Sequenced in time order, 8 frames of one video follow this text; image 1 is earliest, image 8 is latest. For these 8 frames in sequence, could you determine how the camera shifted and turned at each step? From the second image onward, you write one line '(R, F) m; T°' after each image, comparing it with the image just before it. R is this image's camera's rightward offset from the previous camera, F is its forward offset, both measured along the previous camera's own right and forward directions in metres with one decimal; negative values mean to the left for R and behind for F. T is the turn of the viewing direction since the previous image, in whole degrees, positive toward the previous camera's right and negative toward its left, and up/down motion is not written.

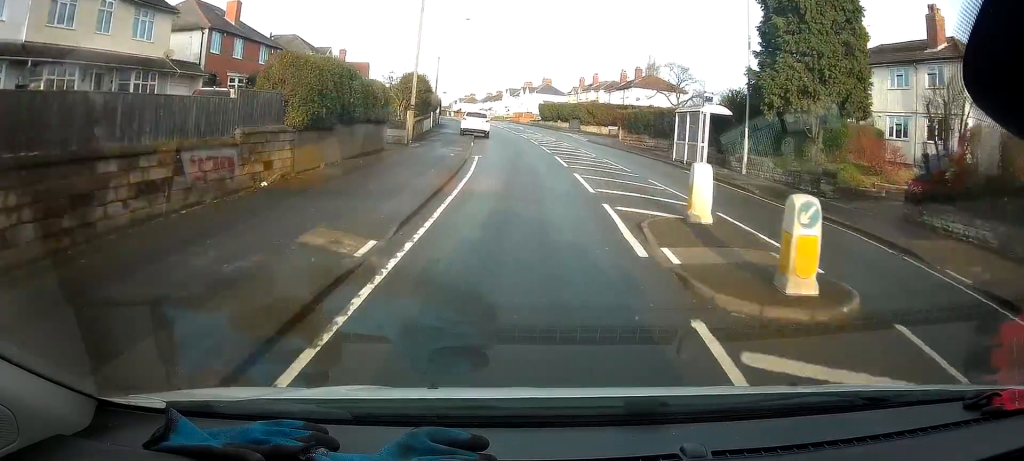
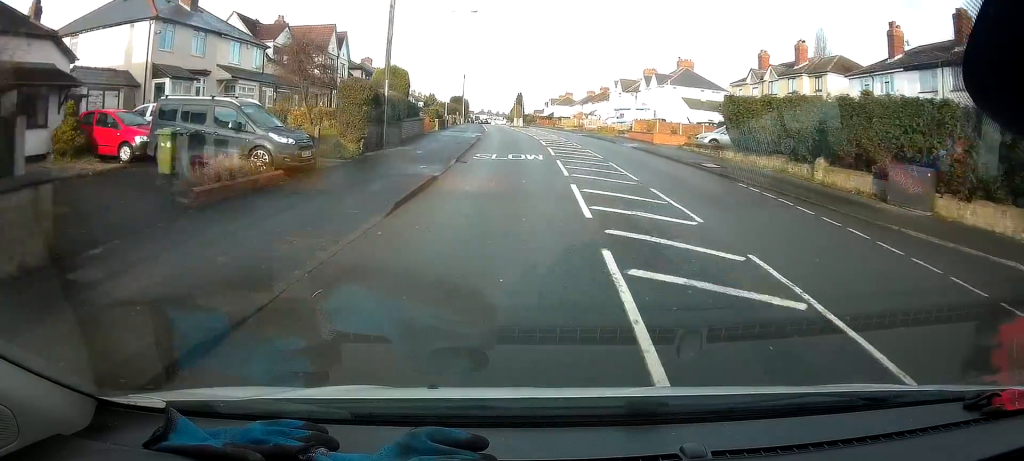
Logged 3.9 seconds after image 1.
(-3.2, +51.5) m; -9°
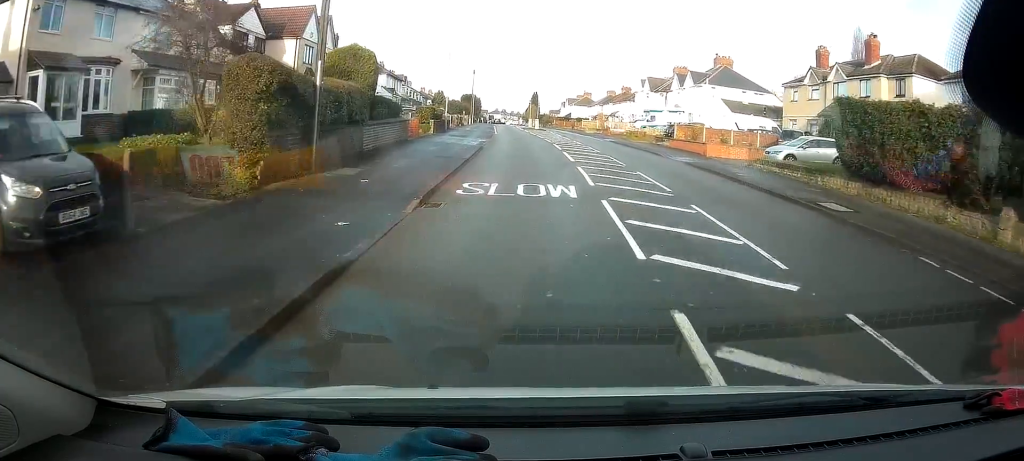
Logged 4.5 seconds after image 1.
(-0.1, +8.4) m; -1°
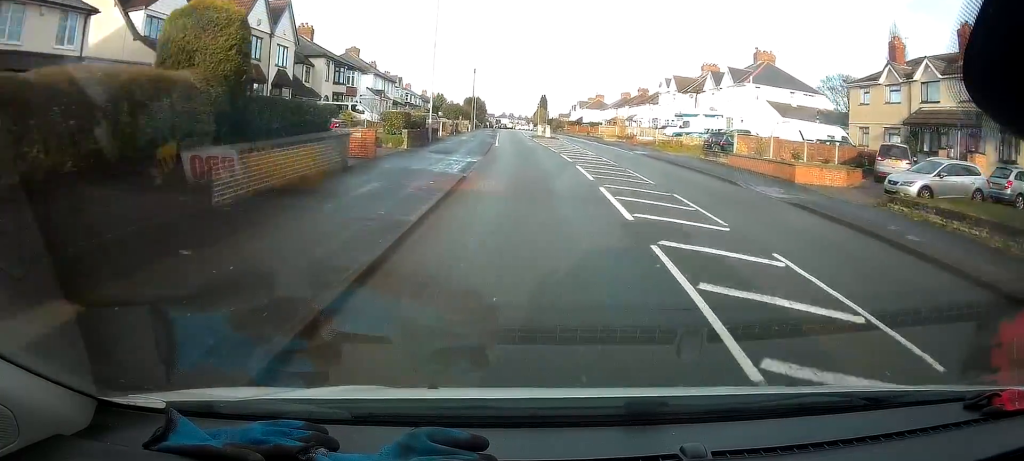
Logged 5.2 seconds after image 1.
(+0.1, +9.3) m; -1°
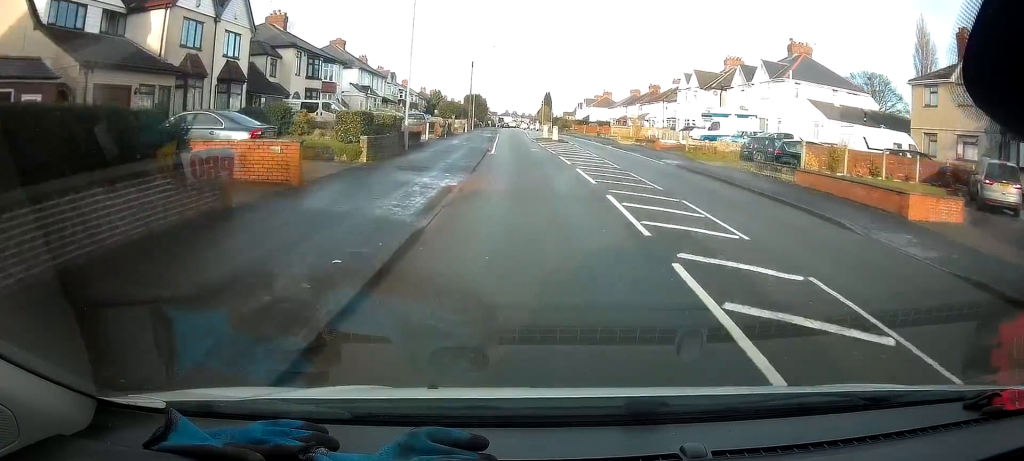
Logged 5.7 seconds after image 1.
(-0.1, +6.7) m; -1°
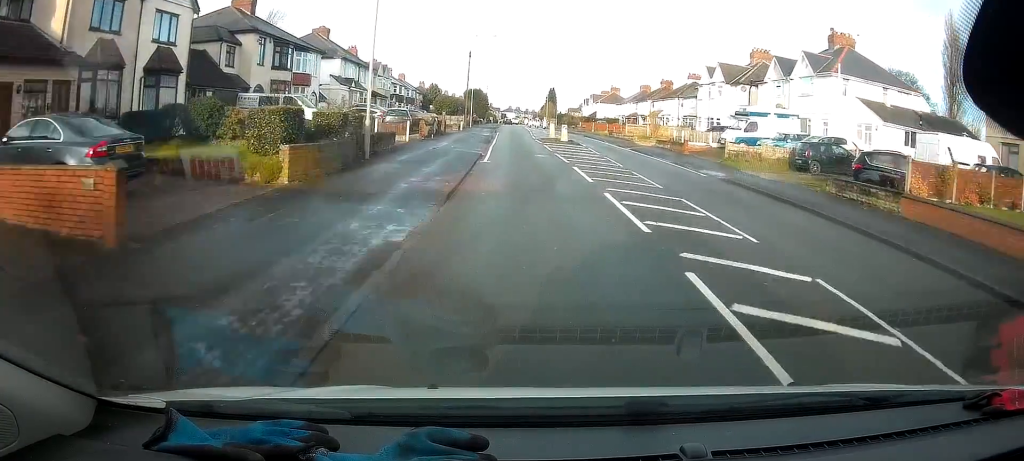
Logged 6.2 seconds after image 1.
(-0.1, +6.2) m; -1°
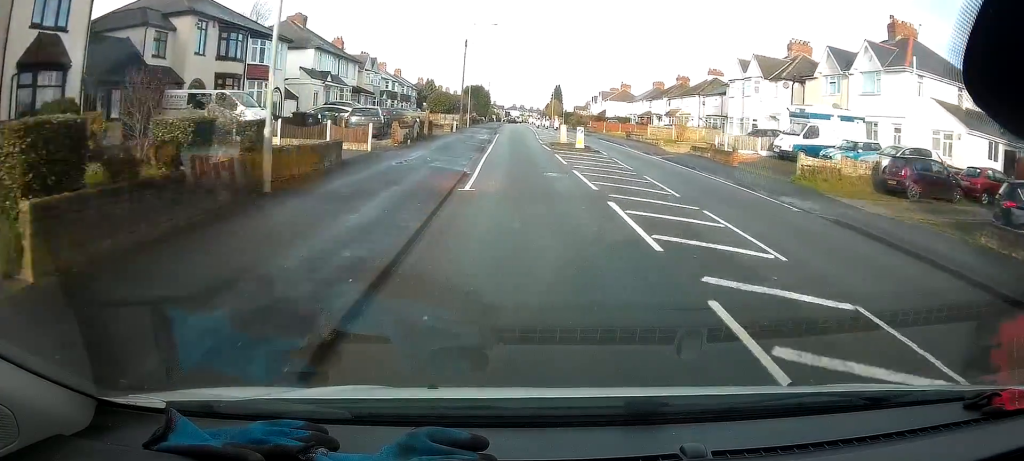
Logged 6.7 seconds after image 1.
(-0.1, +7.2) m; 0°
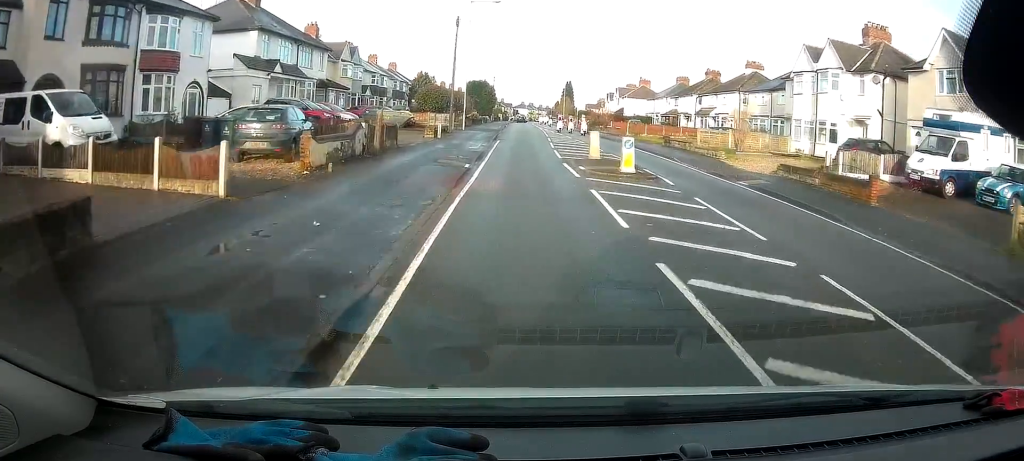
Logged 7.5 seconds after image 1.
(0.0, +10.4) m; 0°
